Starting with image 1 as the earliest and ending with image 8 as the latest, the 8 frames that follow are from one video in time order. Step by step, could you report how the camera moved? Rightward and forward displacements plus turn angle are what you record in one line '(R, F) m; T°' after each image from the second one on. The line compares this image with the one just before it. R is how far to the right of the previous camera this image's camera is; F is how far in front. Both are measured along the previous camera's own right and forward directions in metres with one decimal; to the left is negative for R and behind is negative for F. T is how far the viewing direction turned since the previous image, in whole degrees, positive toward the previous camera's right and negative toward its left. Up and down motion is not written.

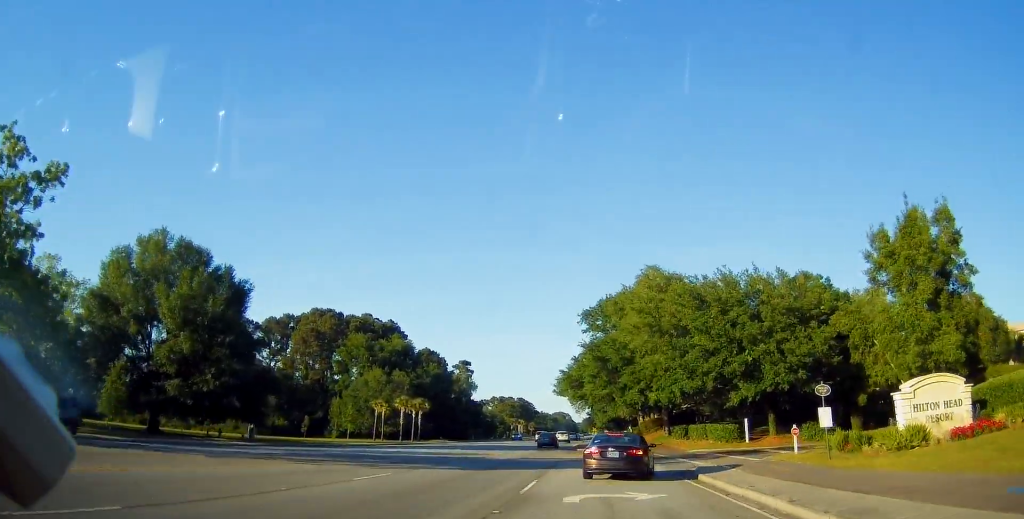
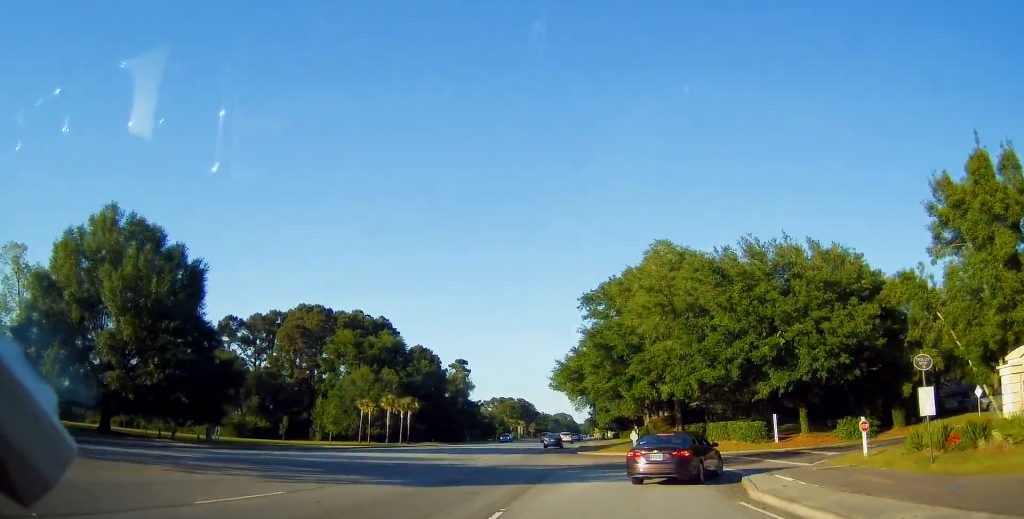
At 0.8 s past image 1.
(0.0, +7.6) m; -1°
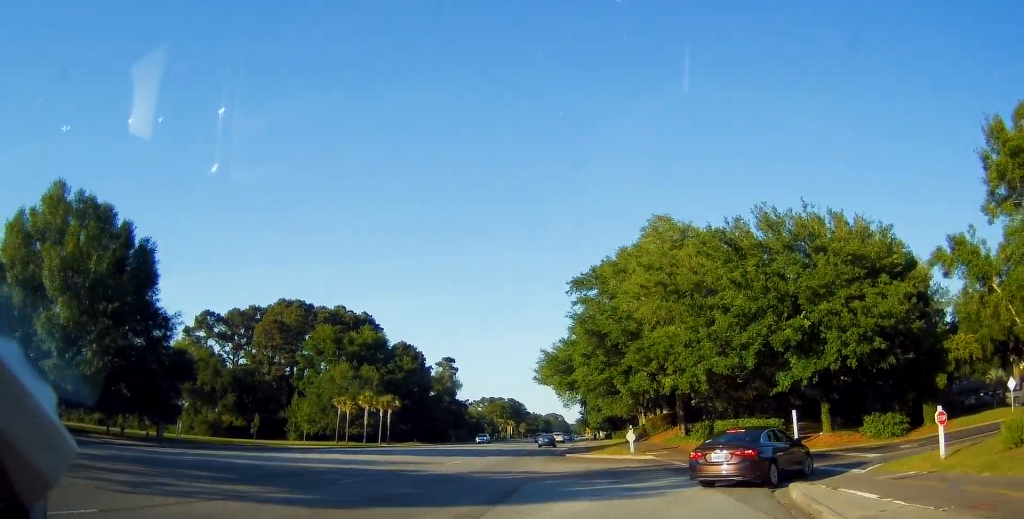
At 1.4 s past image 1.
(-0.1, +5.6) m; +1°
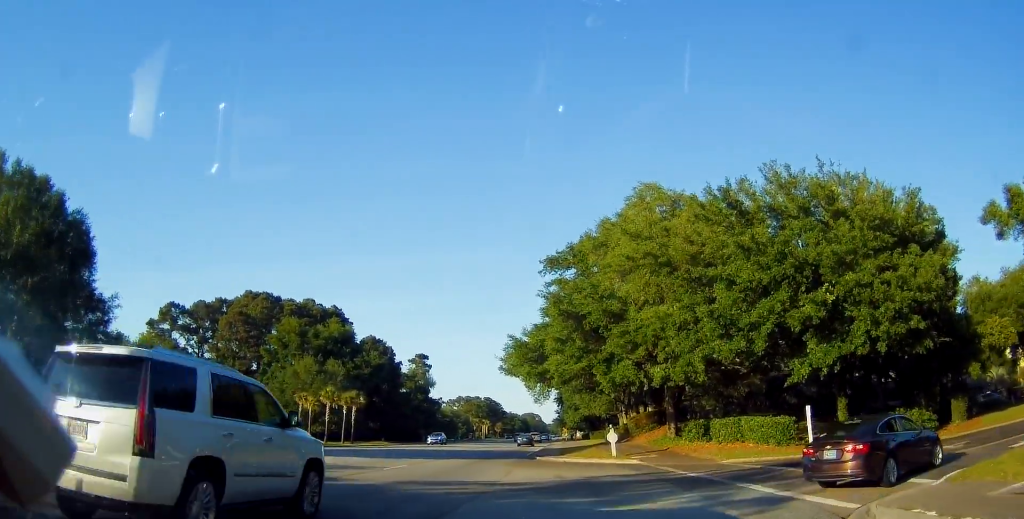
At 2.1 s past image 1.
(+0.1, +5.8) m; +3°
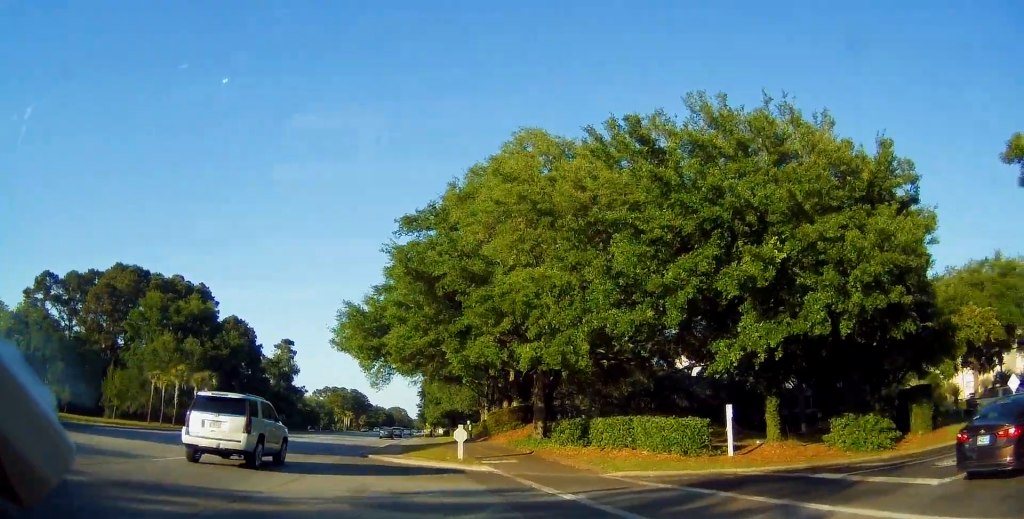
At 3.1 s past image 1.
(+0.4, +7.6) m; +3°
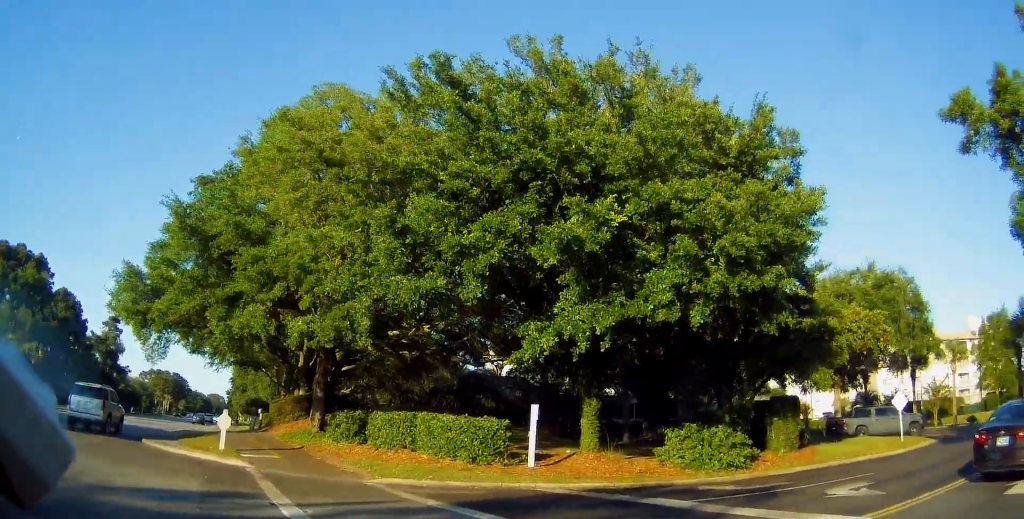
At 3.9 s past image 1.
(+0.1, +3.9) m; +8°
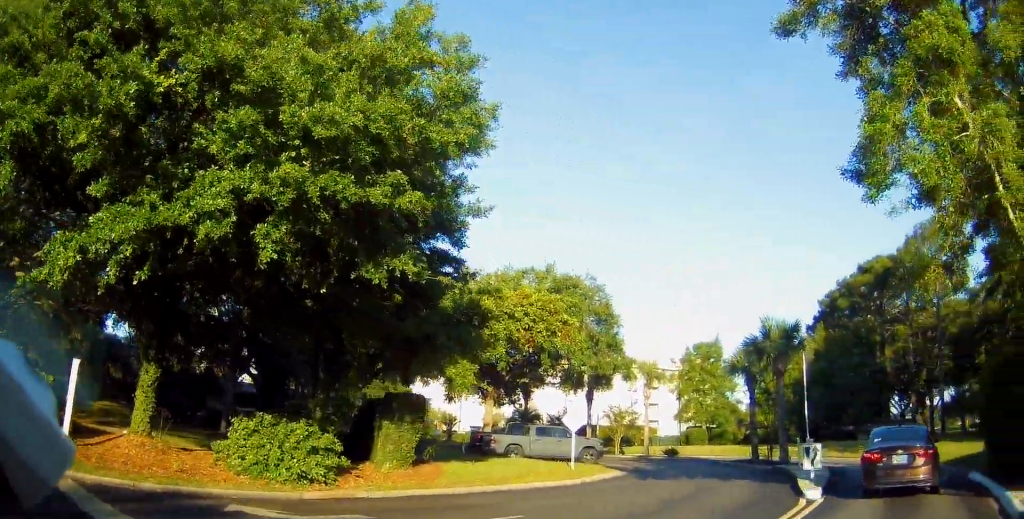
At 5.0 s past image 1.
(+1.0, +1.5) m; +48°
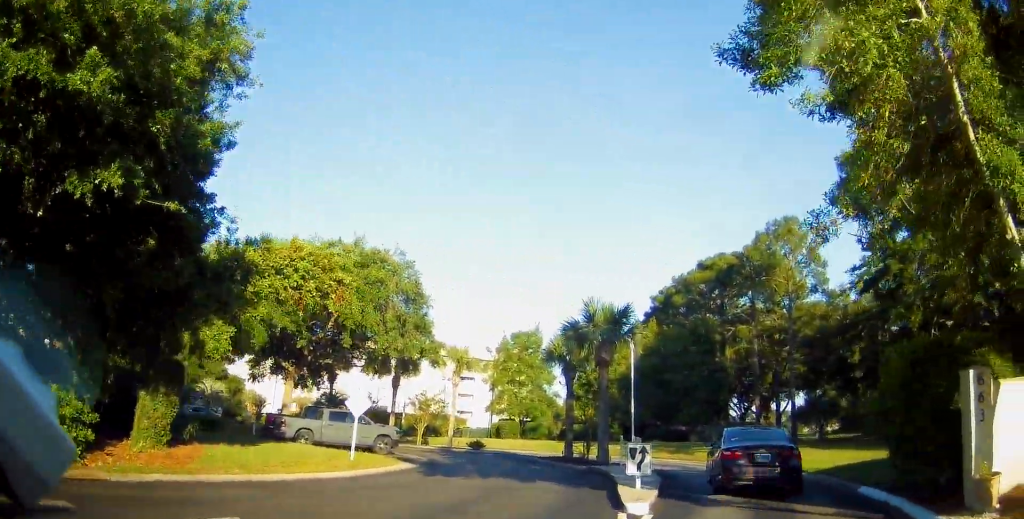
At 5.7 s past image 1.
(+0.3, +3.1) m; +5°
